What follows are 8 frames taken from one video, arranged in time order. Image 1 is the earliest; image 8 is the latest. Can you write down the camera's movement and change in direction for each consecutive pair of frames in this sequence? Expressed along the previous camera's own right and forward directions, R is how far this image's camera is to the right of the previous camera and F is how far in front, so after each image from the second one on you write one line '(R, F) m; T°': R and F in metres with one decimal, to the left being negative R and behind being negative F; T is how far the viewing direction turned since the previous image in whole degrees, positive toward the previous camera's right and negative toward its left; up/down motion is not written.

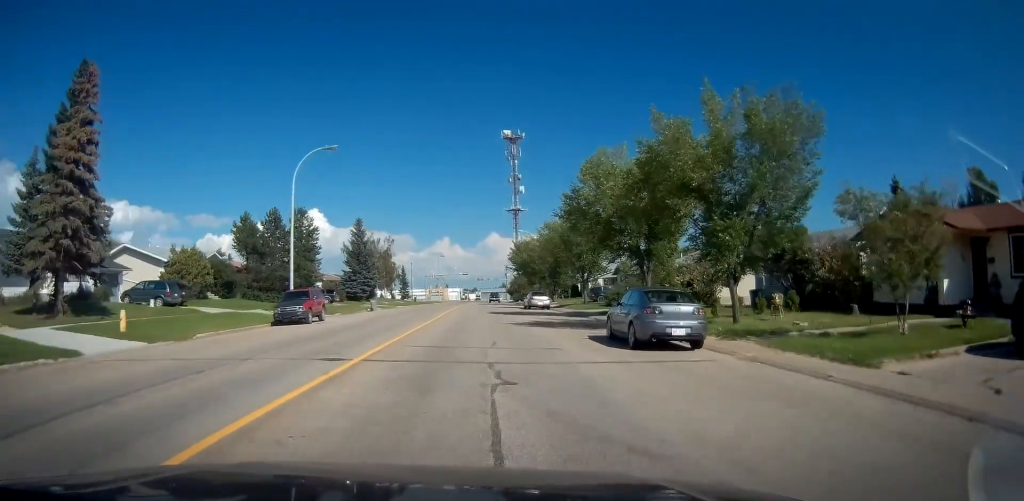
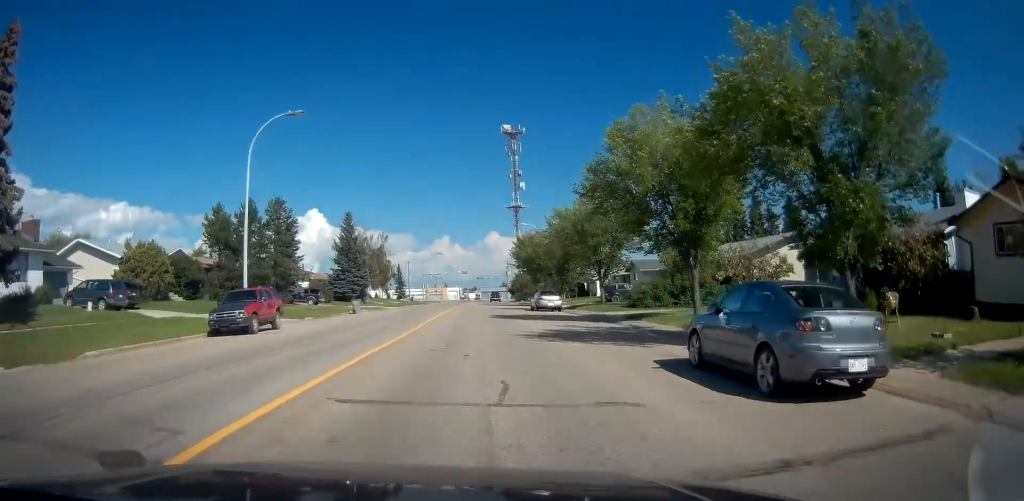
(0.0, +6.5) m; 0°
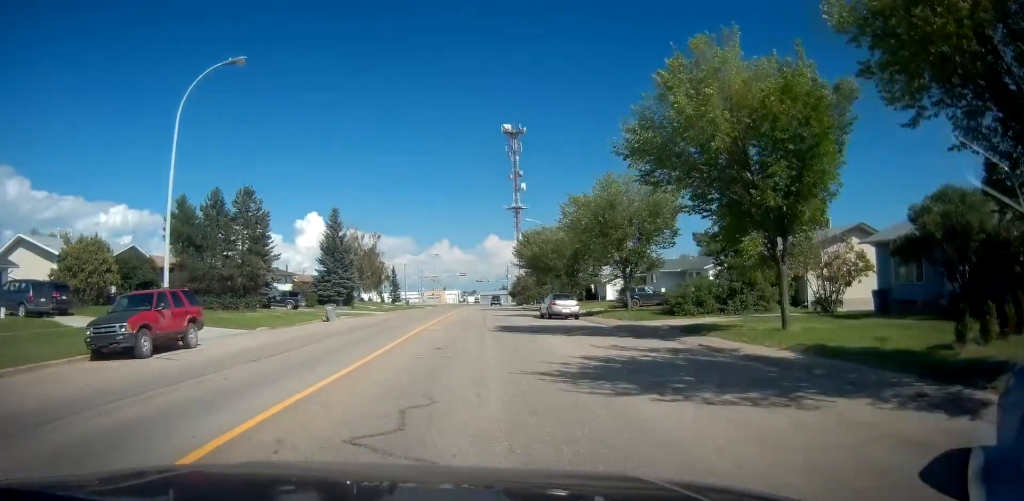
(0.0, +7.1) m; 0°
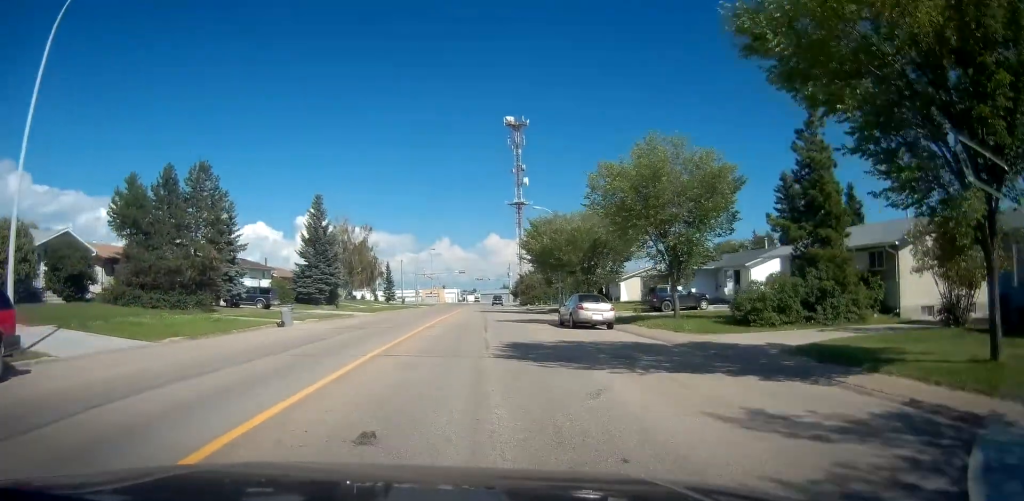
(0.0, +8.1) m; 0°
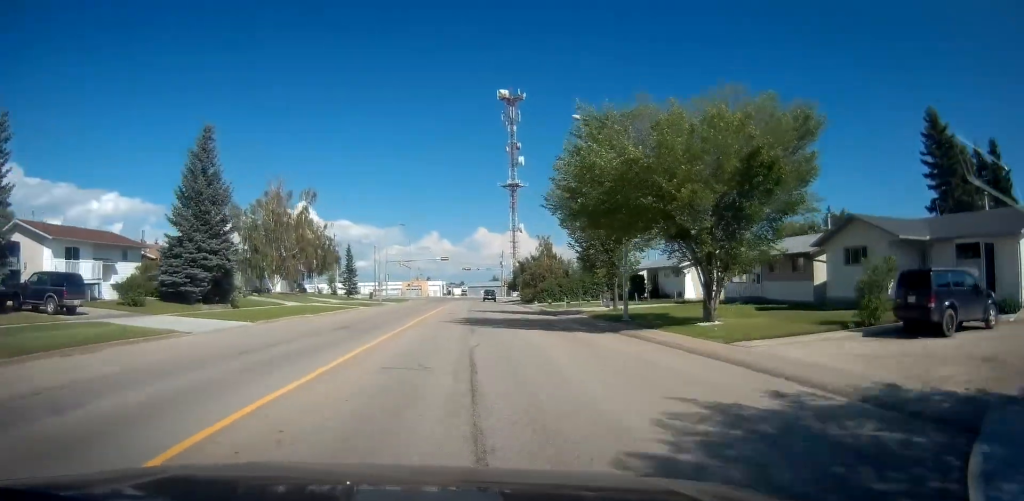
(+0.7, +26.3) m; +2°
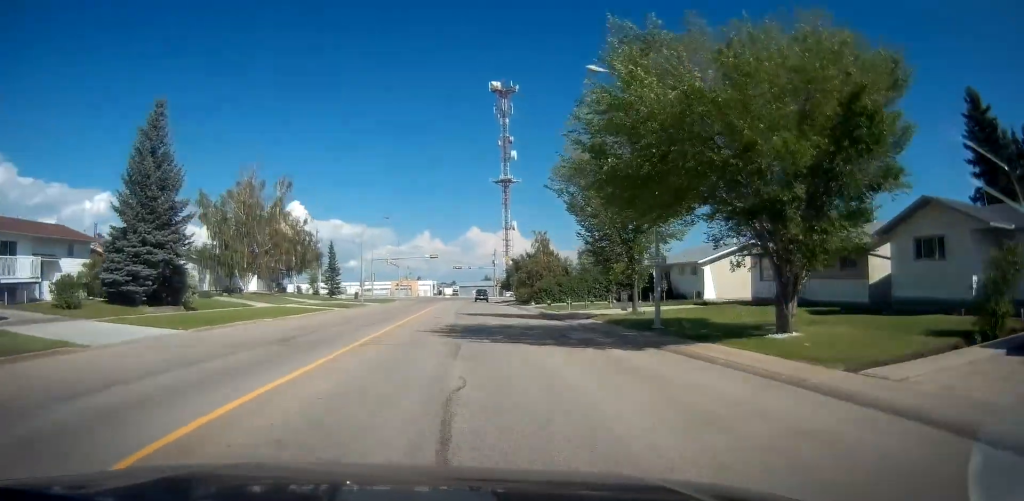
(0.0, +5.9) m; 0°
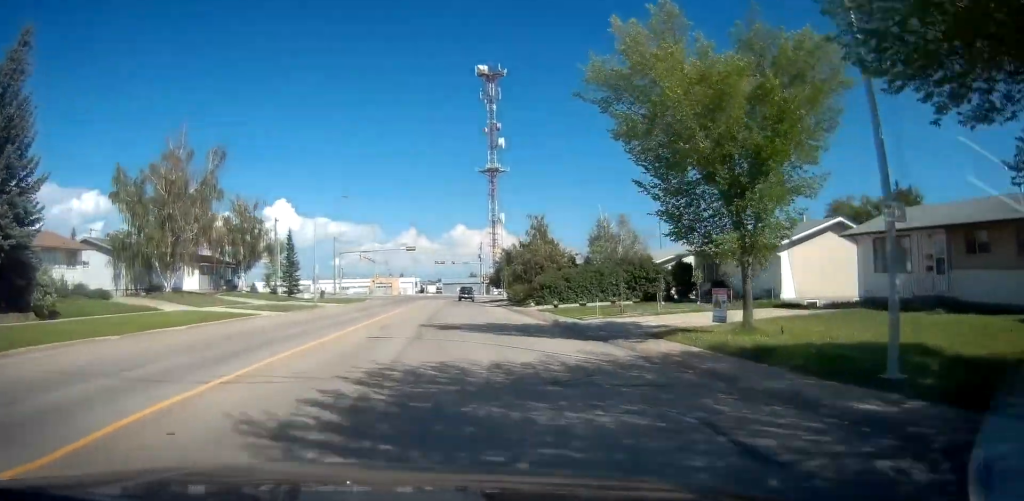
(-0.3, +13.1) m; 0°
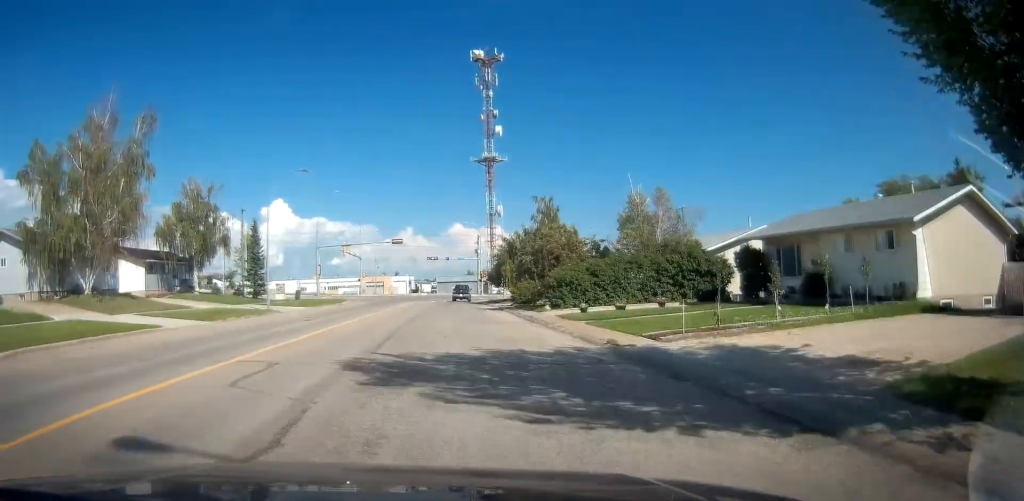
(+0.4, +10.8) m; +1°
